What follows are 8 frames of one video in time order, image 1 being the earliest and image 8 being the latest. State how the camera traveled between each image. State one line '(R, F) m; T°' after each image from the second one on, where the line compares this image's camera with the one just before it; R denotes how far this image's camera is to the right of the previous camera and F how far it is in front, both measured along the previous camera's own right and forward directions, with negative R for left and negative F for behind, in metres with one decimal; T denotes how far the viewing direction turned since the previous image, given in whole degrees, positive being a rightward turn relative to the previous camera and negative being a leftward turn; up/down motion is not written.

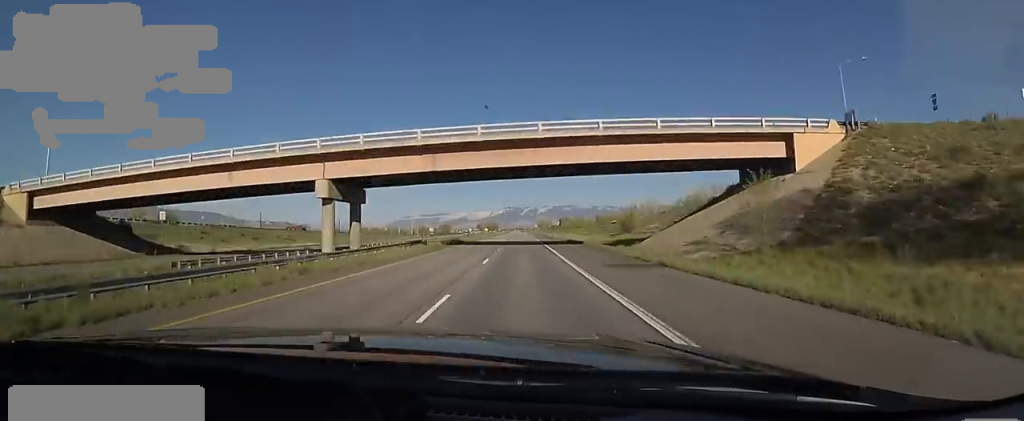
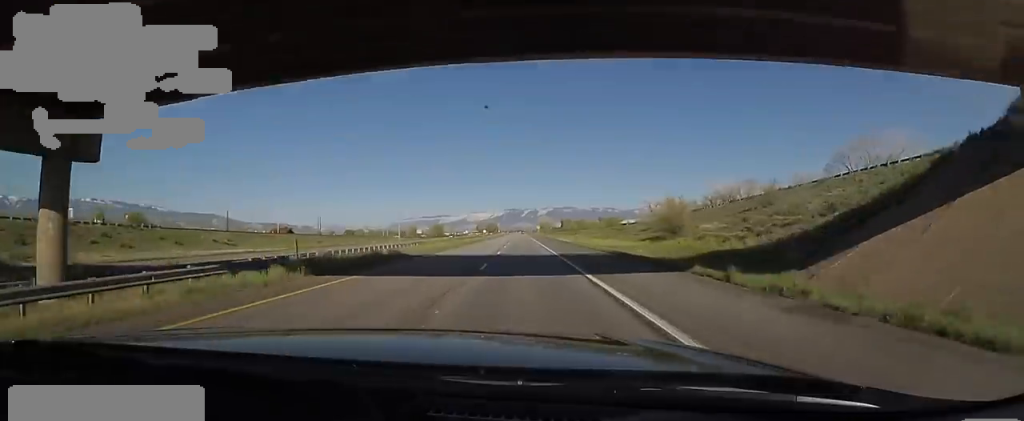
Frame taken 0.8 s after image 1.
(+0.1, +26.7) m; 0°
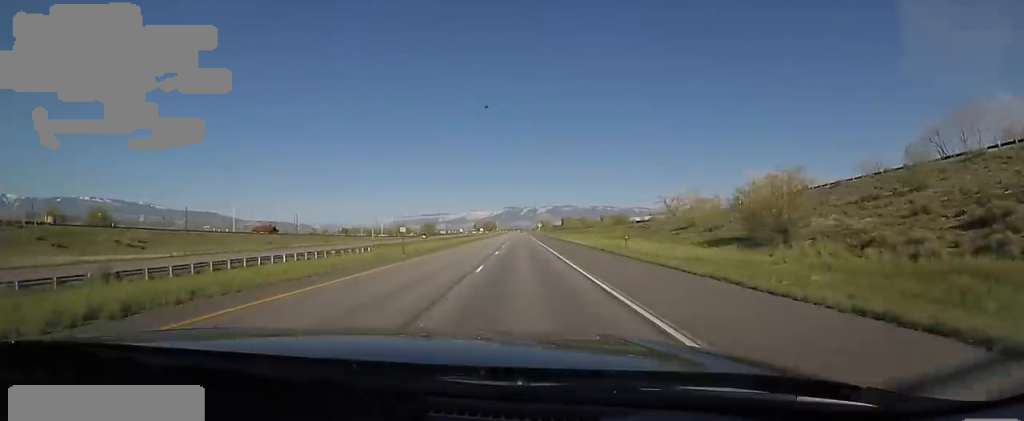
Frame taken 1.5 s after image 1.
(-0.9, +25.6) m; 0°
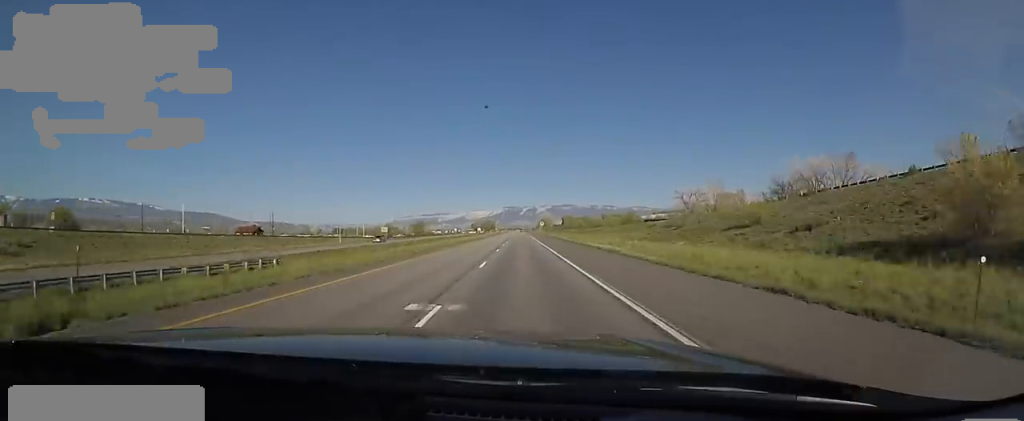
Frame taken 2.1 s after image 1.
(+1.1, +22.0) m; 0°
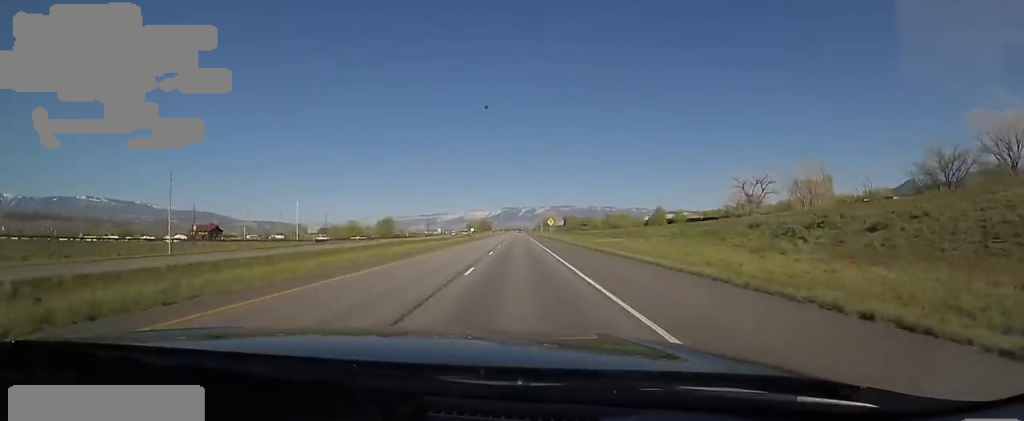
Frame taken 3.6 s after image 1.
(-0.8, +51.1) m; 0°
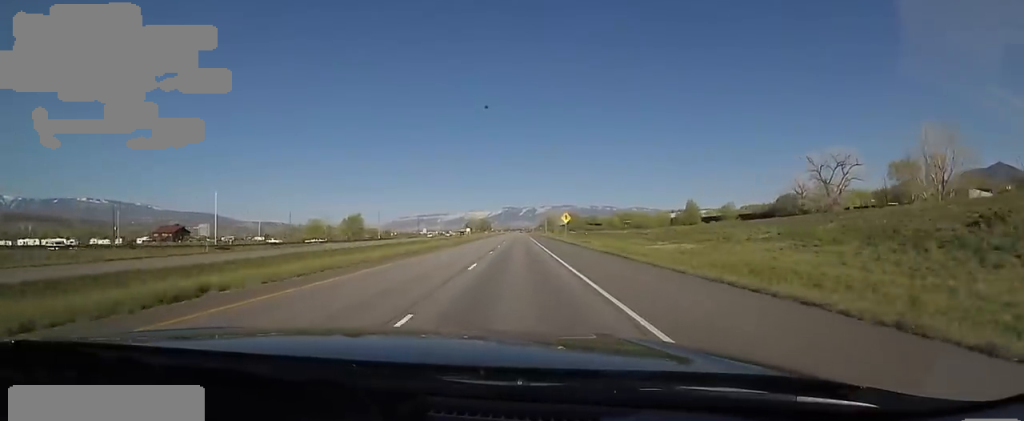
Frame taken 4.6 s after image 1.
(+1.1, +34.8) m; 0°
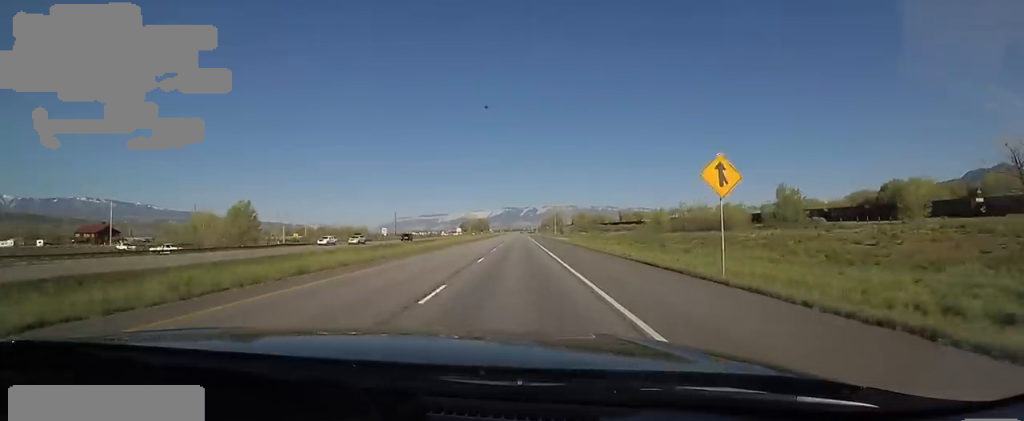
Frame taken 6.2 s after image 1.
(+0.1, +56.9) m; 0°
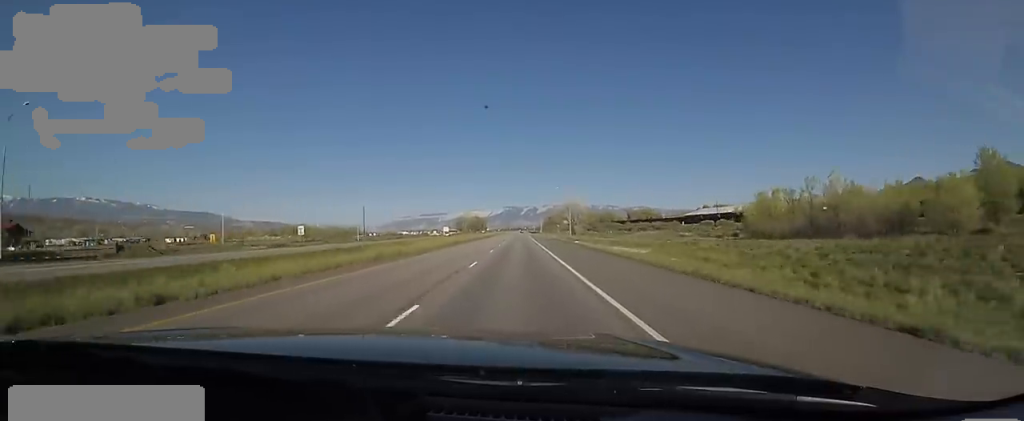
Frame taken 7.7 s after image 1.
(-0.8, +51.1) m; 0°
